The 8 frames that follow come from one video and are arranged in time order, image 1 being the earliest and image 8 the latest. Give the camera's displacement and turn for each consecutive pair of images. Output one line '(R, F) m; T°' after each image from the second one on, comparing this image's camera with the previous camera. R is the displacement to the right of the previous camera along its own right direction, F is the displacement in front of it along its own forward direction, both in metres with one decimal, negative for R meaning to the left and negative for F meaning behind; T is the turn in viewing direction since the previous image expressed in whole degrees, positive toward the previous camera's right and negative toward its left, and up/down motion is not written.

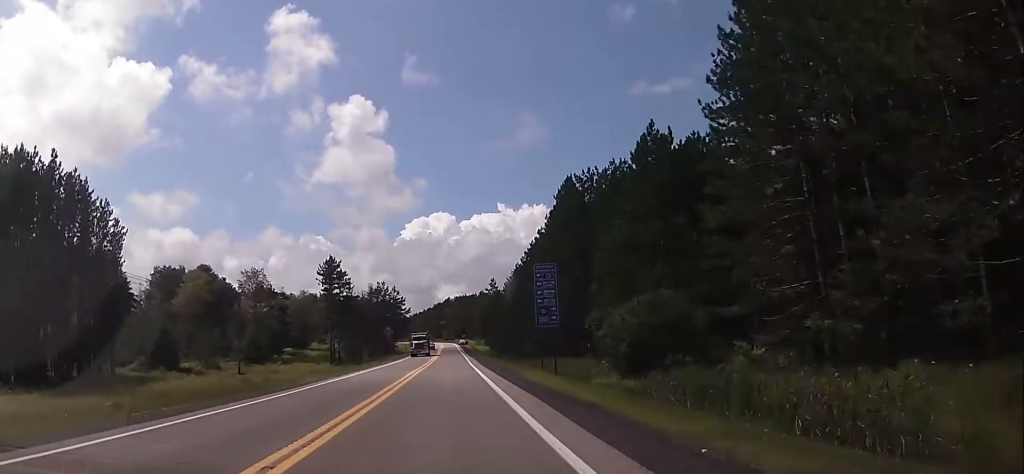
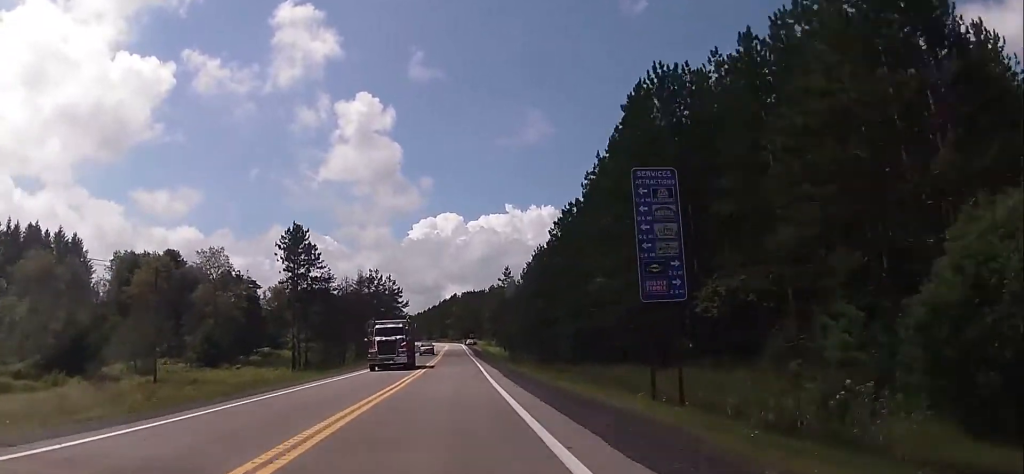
(+0.1, +26.1) m; 0°
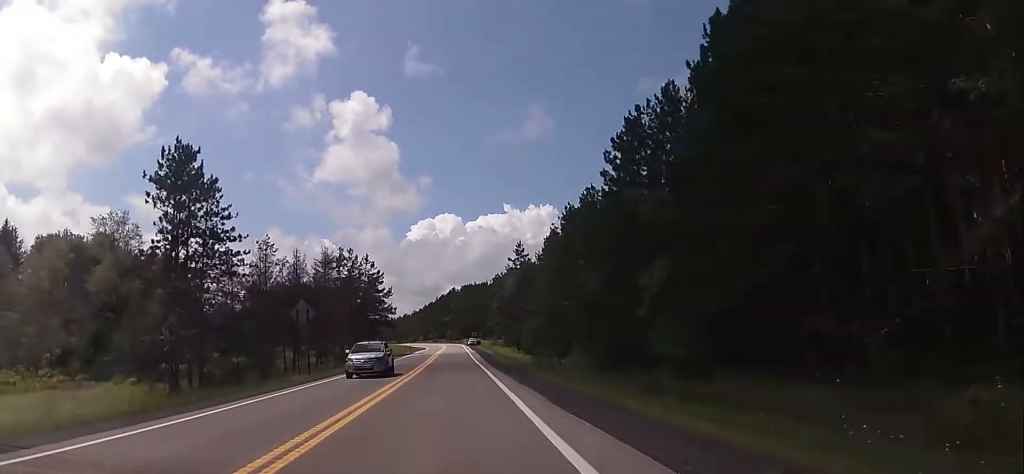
(0.0, +31.2) m; 0°
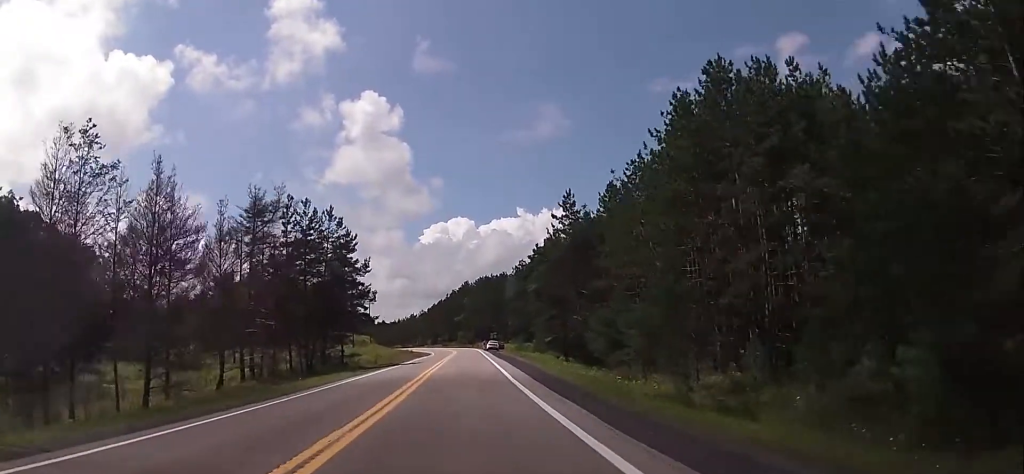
(-0.7, +38.1) m; -1°
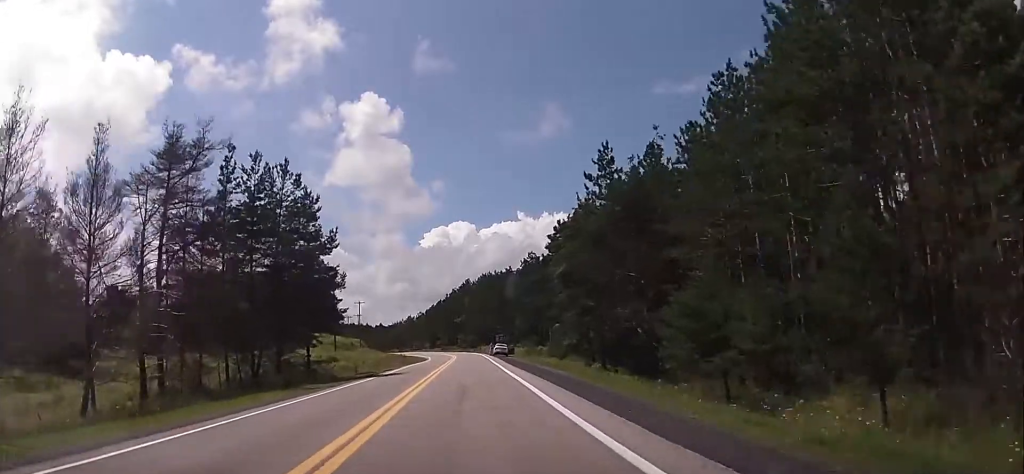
(+0.4, +17.7) m; 0°
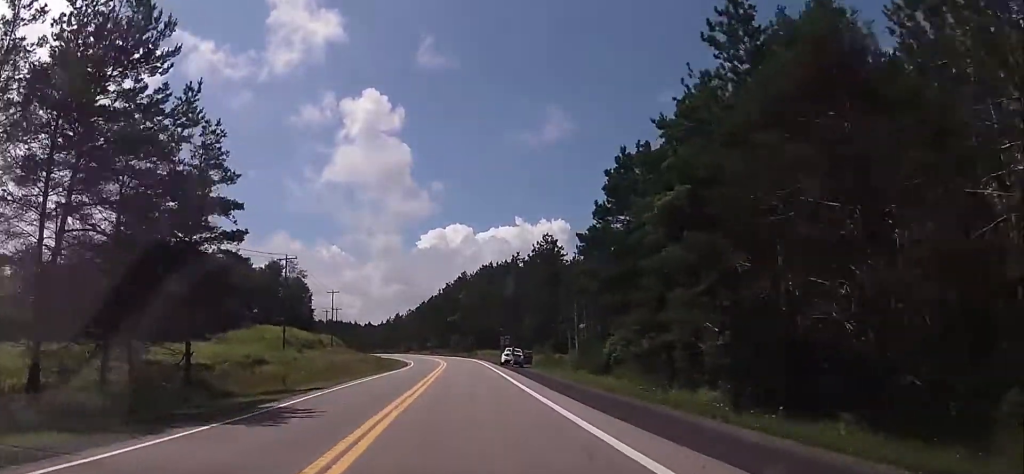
(-0.4, +26.0) m; 0°
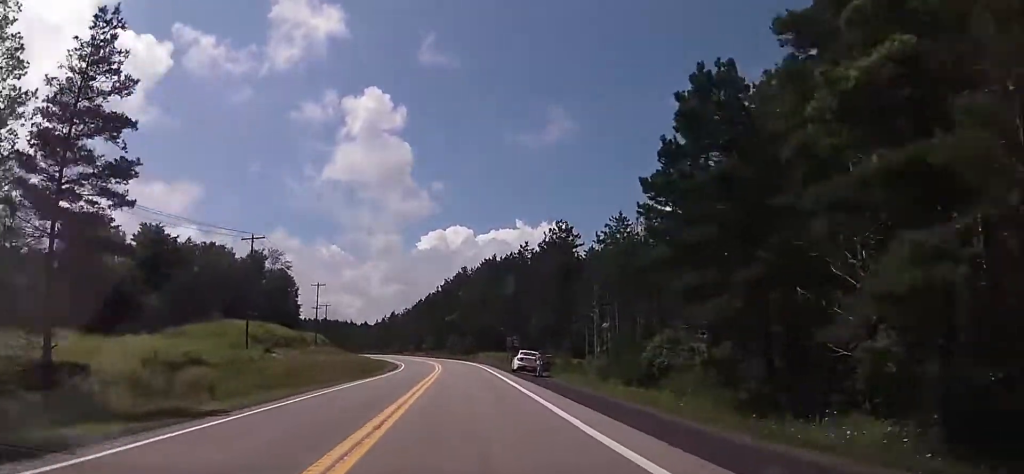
(+0.3, +12.8) m; 0°
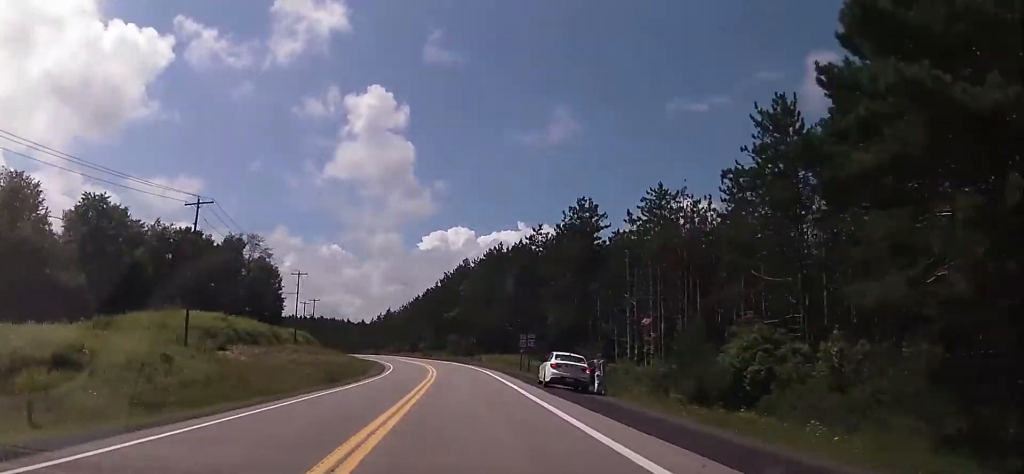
(0.0, +14.1) m; 0°
